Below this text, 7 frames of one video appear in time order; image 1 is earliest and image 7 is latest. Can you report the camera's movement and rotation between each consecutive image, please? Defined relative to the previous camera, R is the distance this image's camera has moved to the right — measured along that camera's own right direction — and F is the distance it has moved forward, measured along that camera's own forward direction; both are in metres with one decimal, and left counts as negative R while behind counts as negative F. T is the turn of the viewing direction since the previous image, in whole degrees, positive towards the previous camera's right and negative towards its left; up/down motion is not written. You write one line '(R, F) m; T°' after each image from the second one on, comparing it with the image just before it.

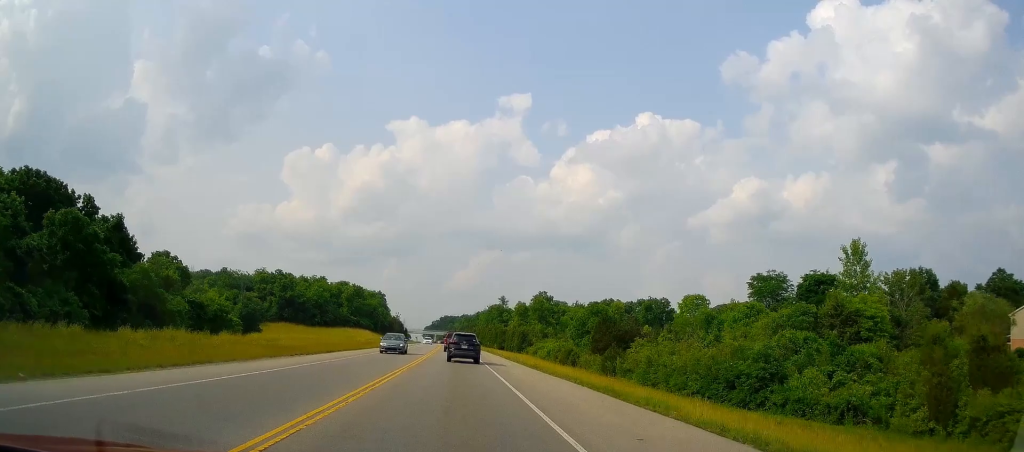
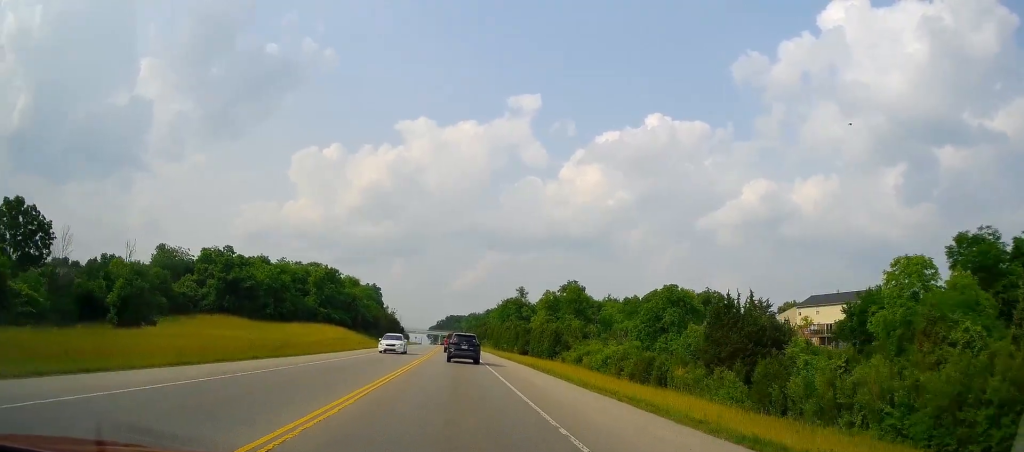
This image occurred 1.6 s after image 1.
(+0.8, +42.4) m; 0°
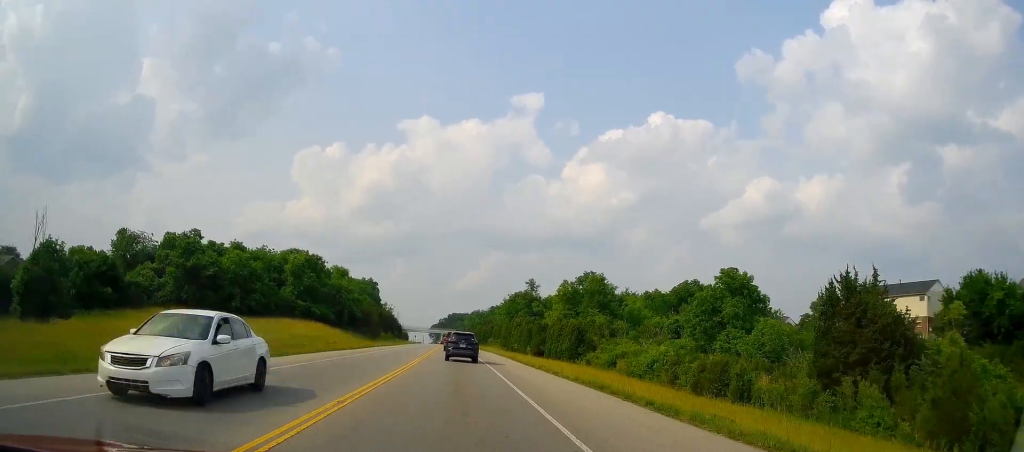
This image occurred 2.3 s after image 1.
(-0.2, +18.1) m; -1°
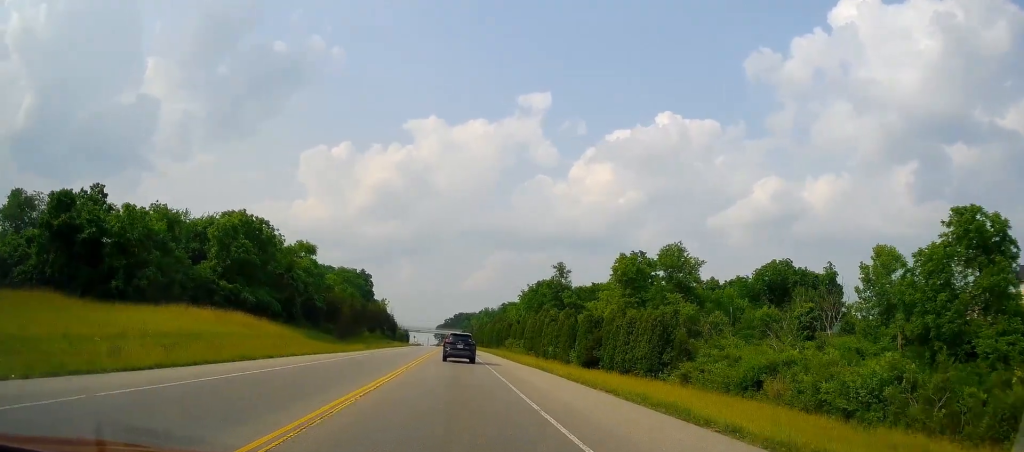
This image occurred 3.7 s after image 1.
(+0.1, +35.3) m; 0°
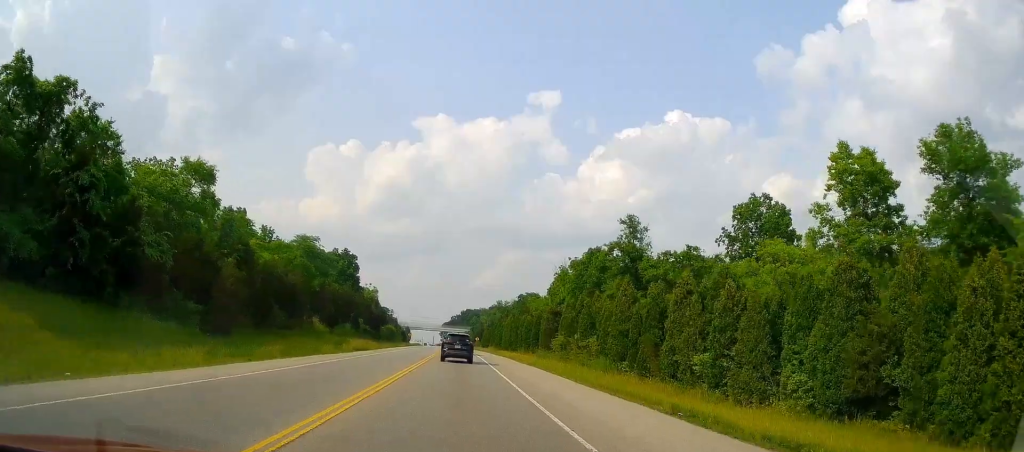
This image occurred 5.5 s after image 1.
(-0.8, +44.8) m; -2°
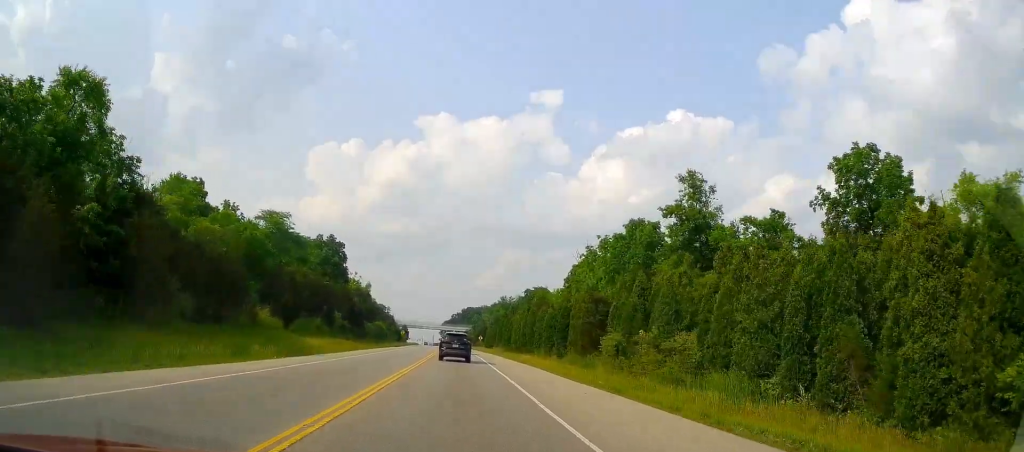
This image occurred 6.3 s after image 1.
(-0.1, +20.0) m; +1°
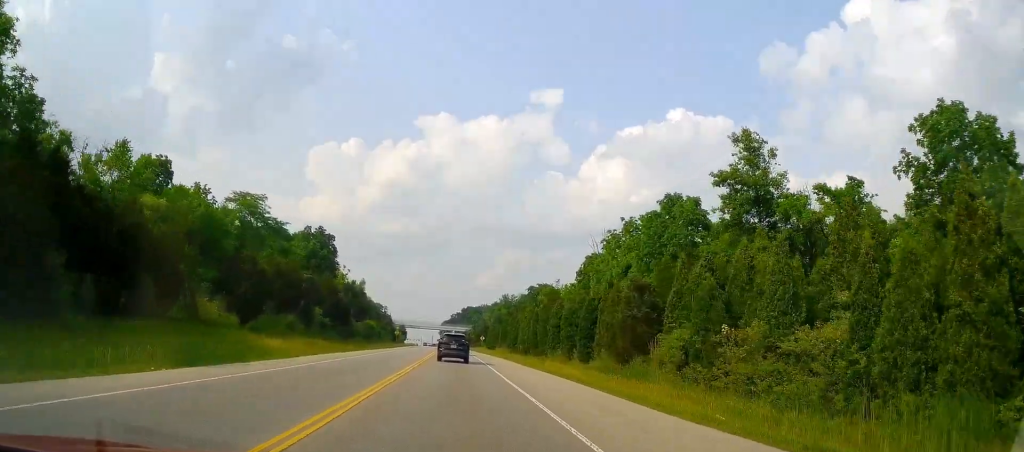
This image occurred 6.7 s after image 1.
(+0.4, +11.6) m; +1°
